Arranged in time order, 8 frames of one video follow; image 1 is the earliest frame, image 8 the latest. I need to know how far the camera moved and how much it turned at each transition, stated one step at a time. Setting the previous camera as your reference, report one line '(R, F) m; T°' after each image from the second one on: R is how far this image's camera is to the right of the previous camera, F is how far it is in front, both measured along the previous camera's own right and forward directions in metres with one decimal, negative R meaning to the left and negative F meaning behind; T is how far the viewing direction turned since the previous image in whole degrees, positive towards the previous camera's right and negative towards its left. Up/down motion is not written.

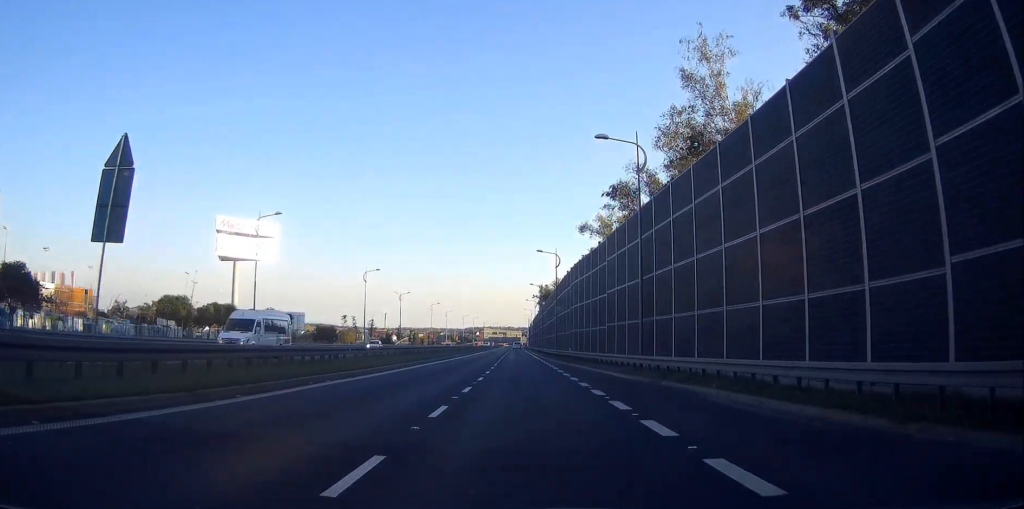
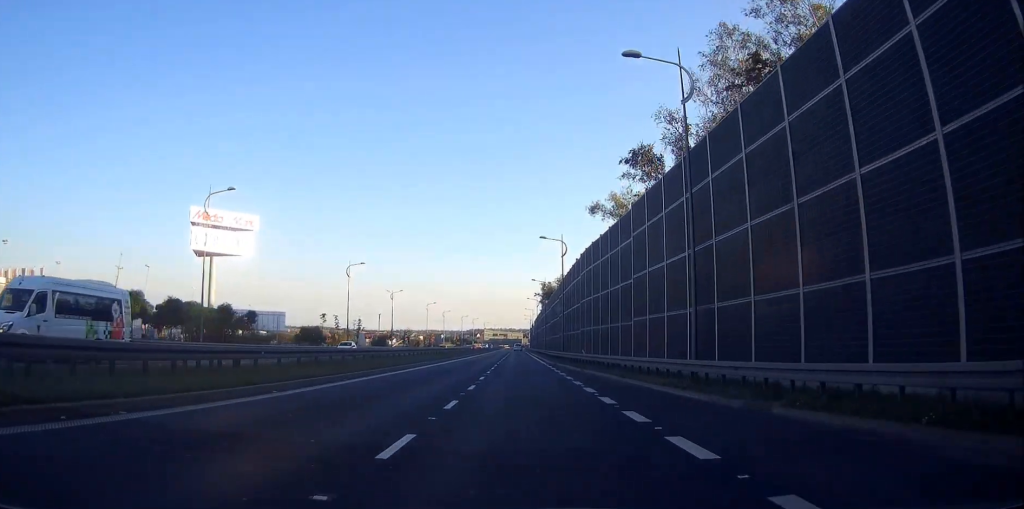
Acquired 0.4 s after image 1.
(0.0, +10.1) m; 0°
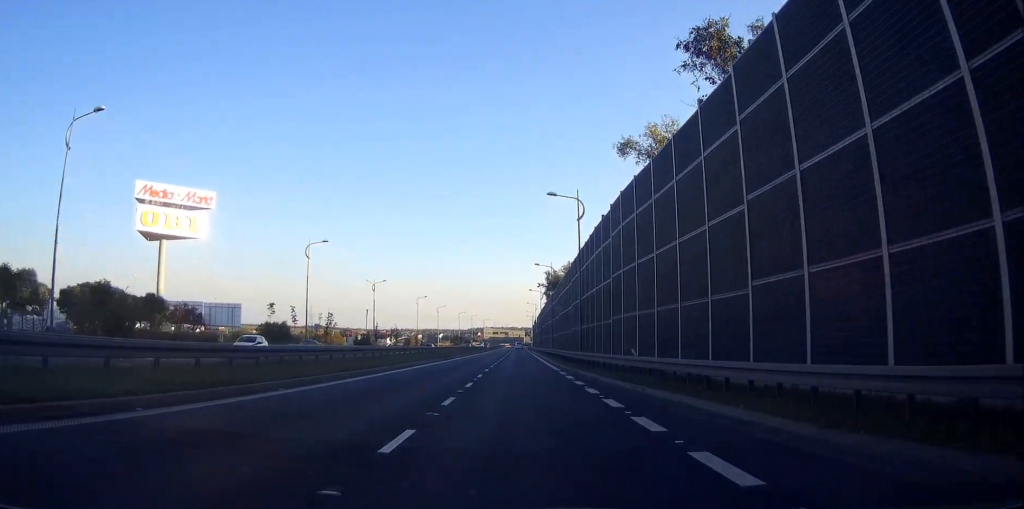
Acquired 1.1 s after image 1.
(-0.1, +17.5) m; +1°
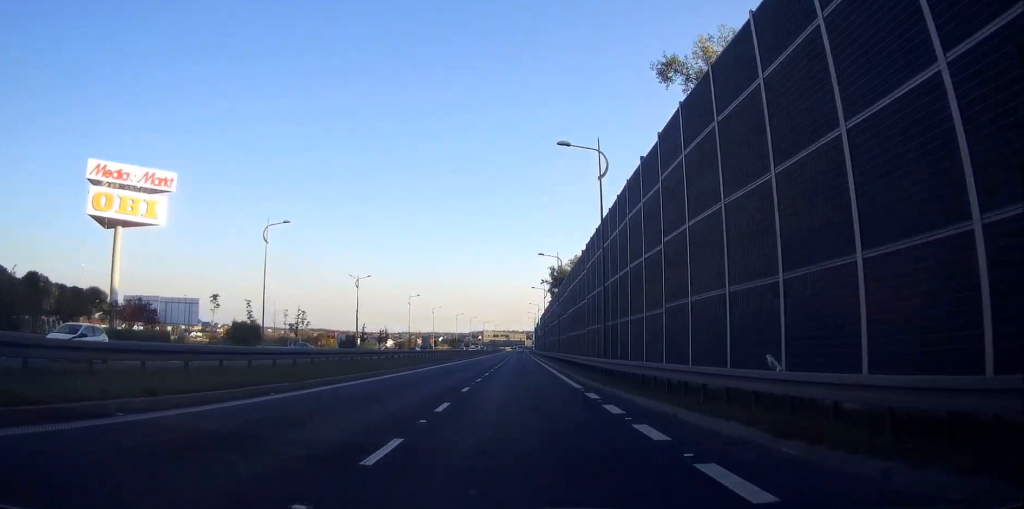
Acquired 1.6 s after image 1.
(-0.2, +12.5) m; +1°
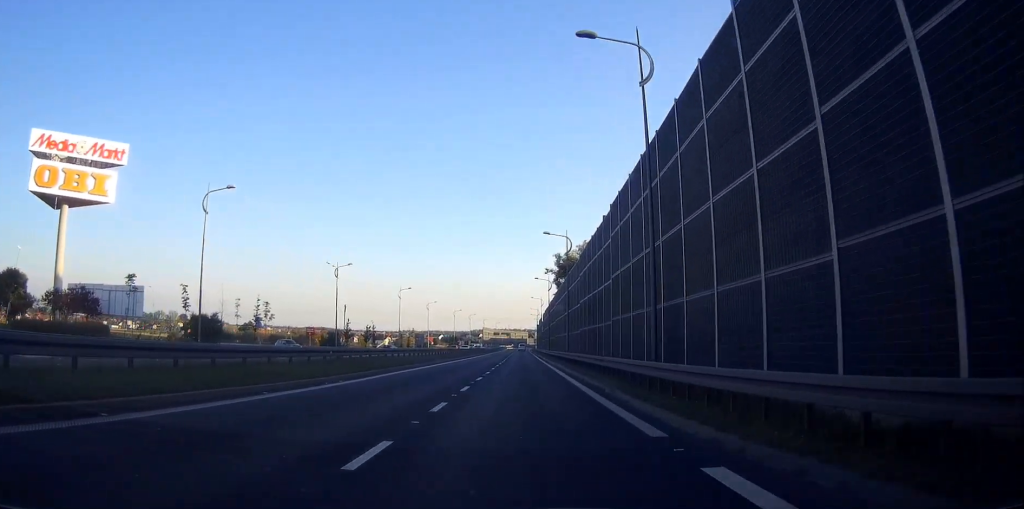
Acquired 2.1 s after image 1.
(+0.3, +12.4) m; -1°
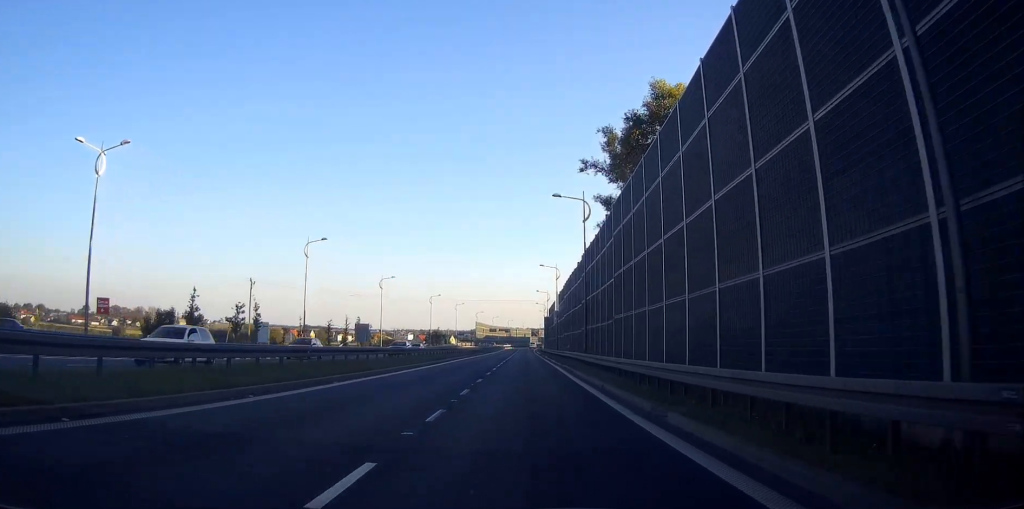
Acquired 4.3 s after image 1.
(-1.5, +54.7) m; -1°
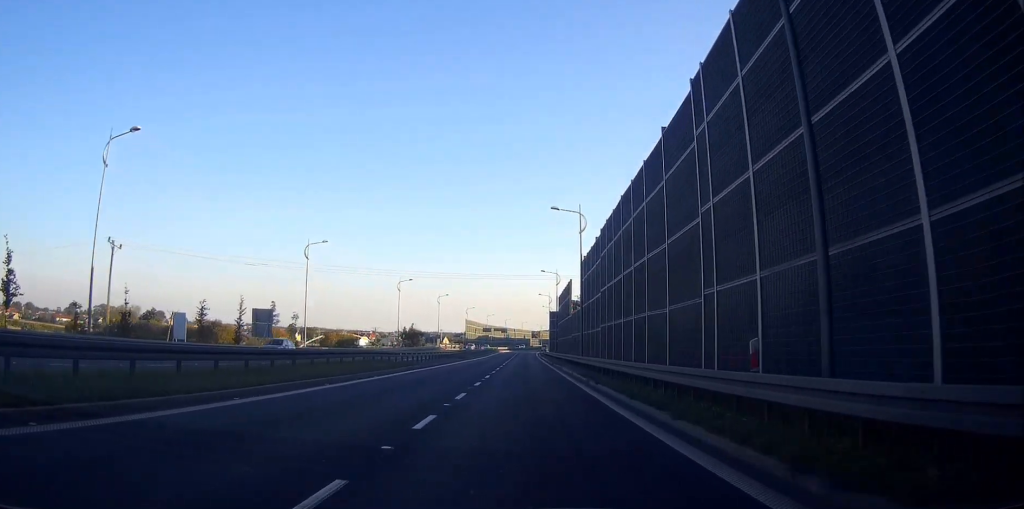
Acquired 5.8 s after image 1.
(+0.3, +35.9) m; +1°
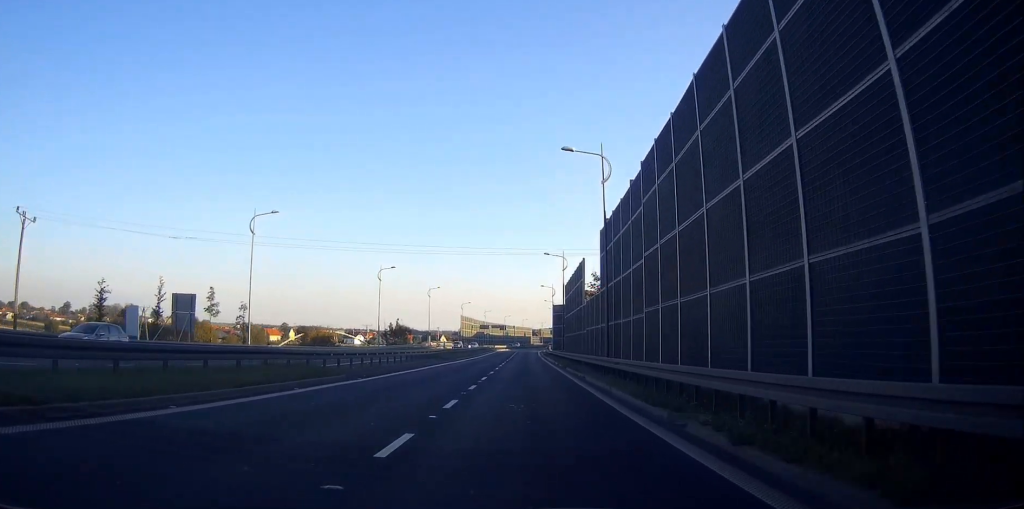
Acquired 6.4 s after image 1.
(0.0, +14.3) m; 0°
